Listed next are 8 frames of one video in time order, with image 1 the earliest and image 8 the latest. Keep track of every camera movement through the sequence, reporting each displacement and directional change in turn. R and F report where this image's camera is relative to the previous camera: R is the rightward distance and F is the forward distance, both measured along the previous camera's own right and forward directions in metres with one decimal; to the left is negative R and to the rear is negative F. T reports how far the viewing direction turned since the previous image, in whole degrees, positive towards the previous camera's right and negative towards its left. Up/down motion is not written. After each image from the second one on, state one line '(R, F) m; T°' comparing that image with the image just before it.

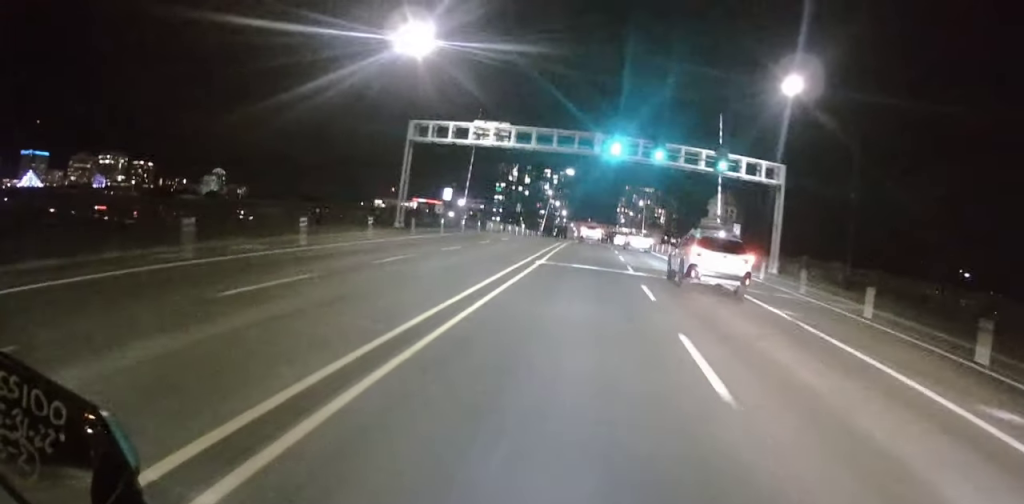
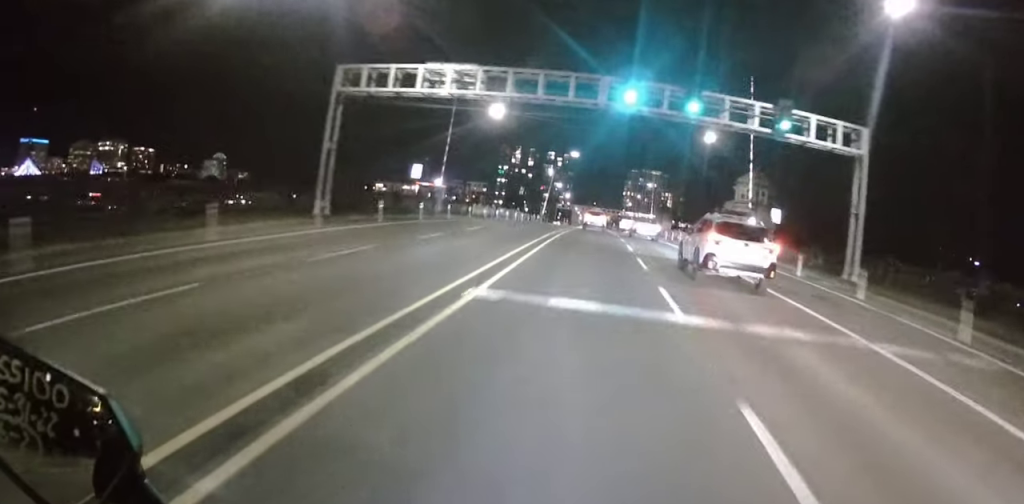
(+0.6, +12.5) m; 0°
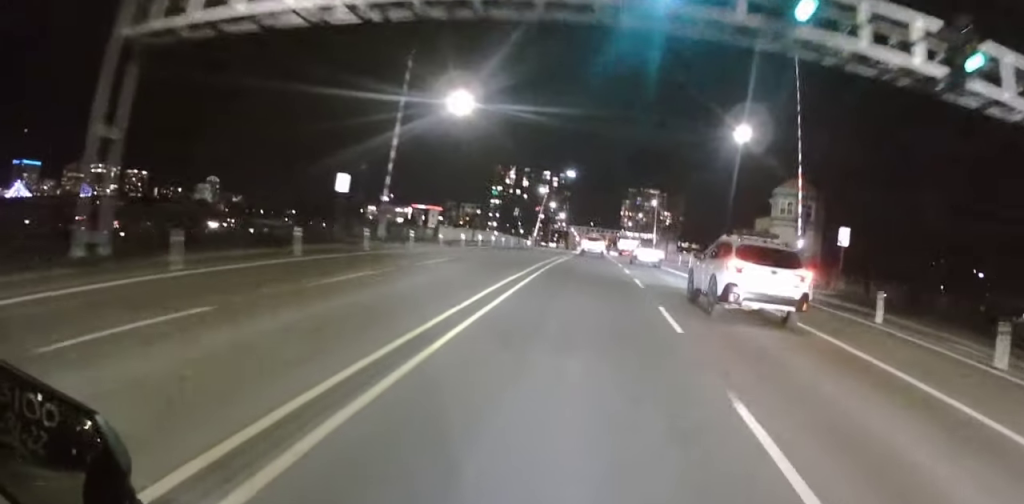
(-0.7, +14.4) m; -2°
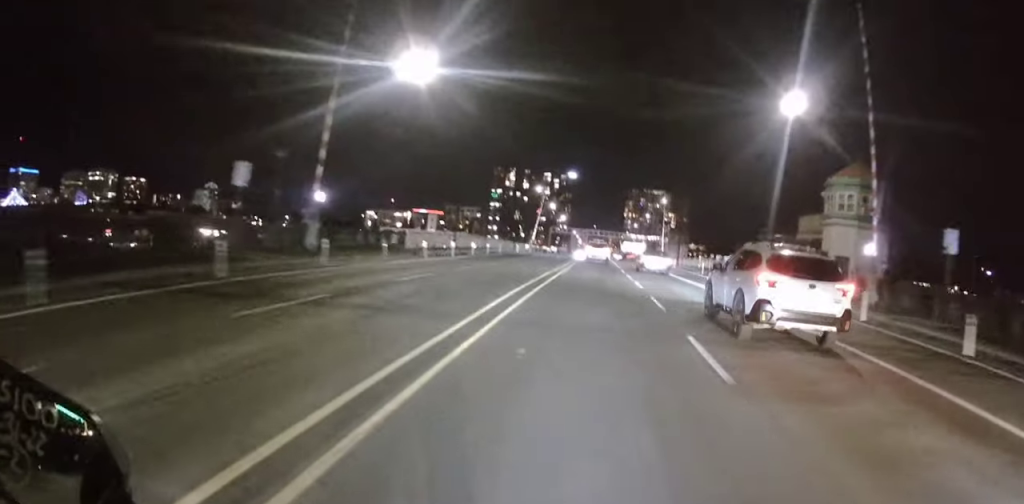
(-0.2, +11.1) m; 0°
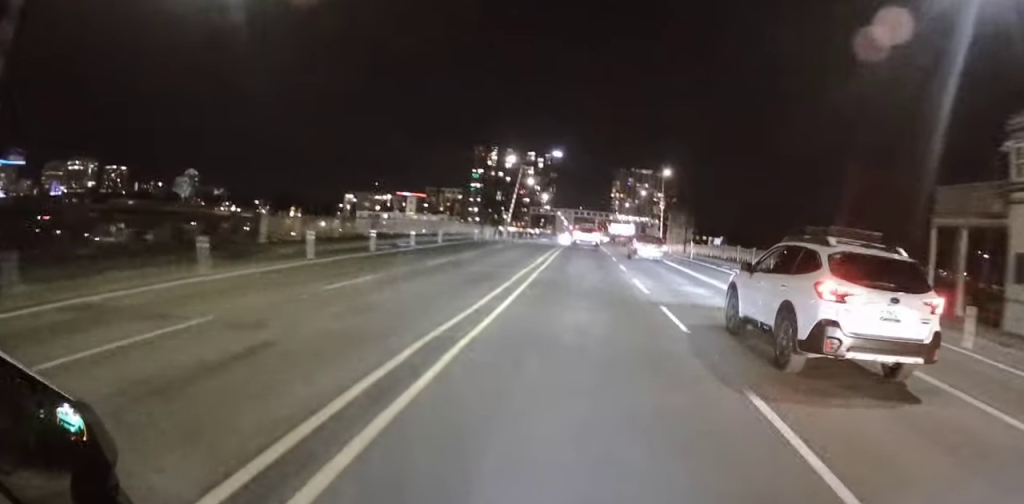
(+0.2, +19.3) m; +1°
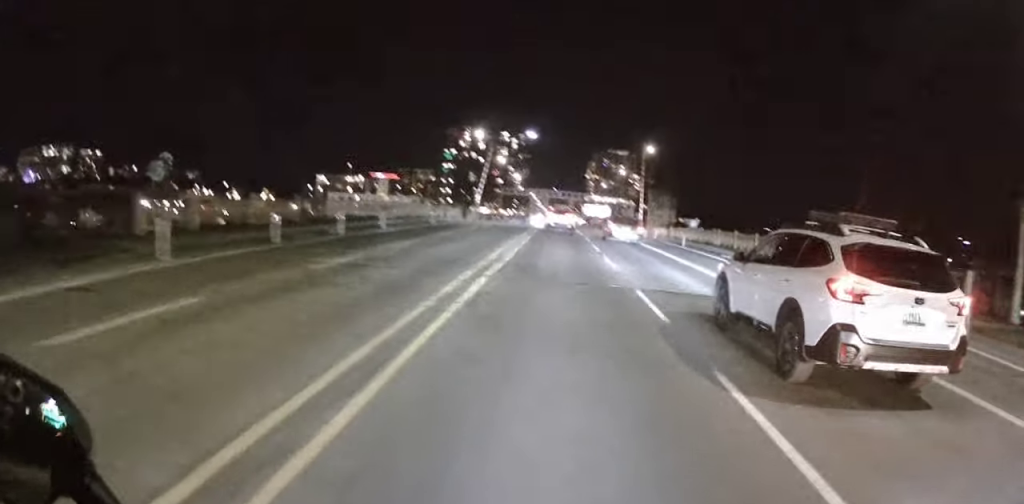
(+0.2, +7.1) m; 0°
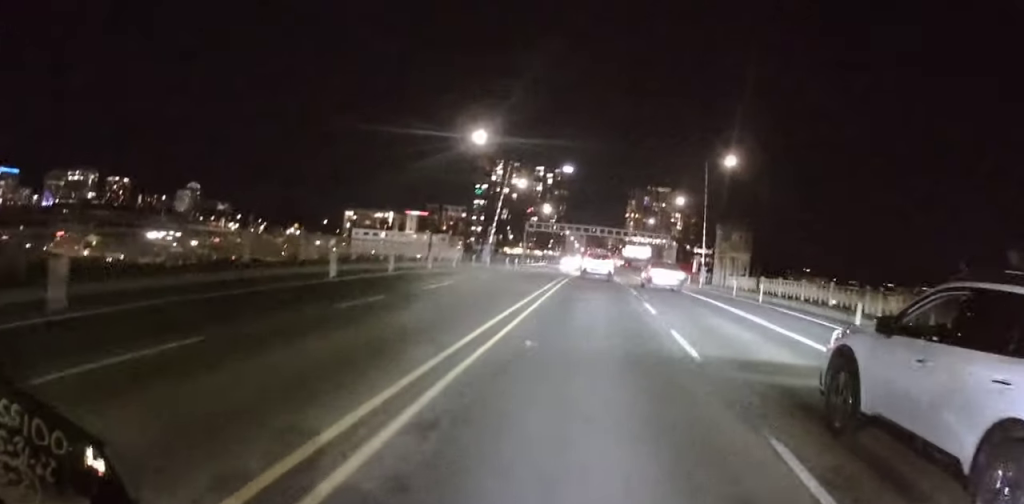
(-0.5, +23.6) m; -2°
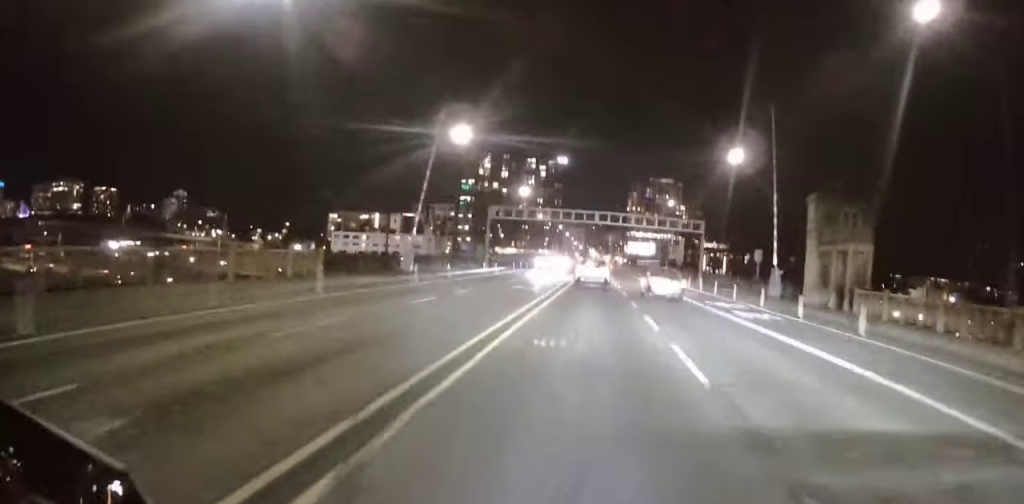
(+0.3, +32.0) m; +4°
